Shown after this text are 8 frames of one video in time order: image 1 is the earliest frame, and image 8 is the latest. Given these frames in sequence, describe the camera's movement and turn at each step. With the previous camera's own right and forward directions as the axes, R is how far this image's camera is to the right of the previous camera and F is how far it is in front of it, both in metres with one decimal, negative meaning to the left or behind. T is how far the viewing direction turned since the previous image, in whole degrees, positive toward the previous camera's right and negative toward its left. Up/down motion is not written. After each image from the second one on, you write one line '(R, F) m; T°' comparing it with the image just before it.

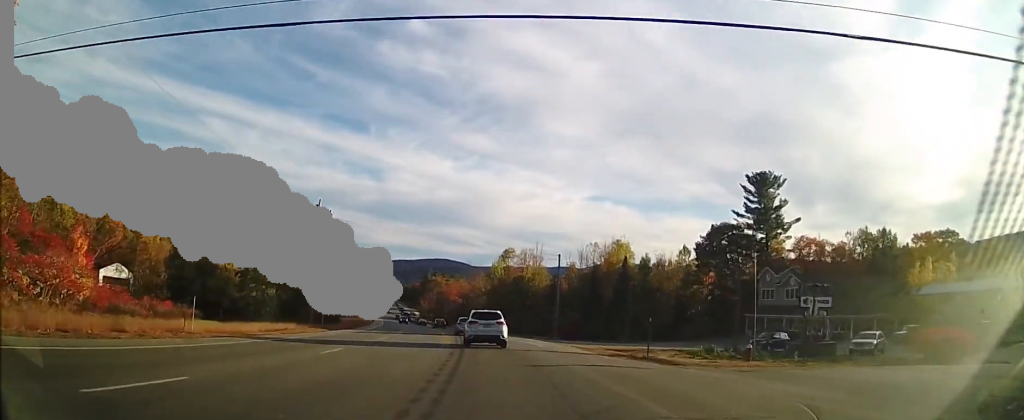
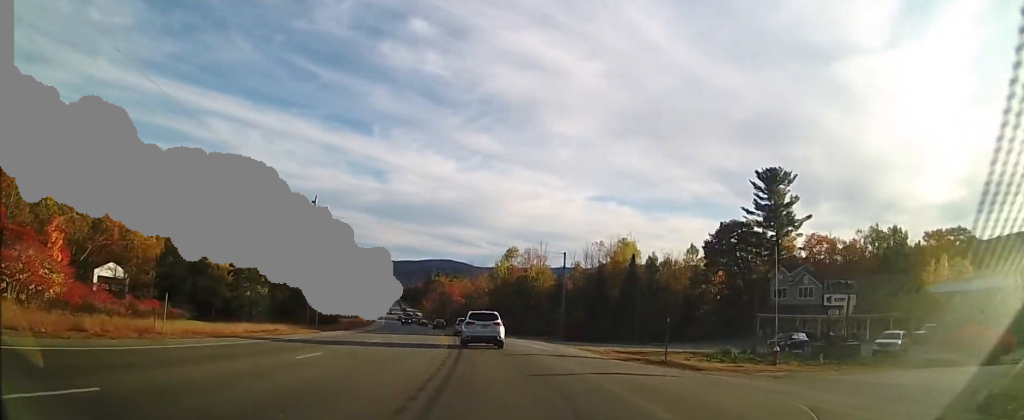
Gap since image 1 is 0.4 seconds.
(0.0, +2.6) m; -1°
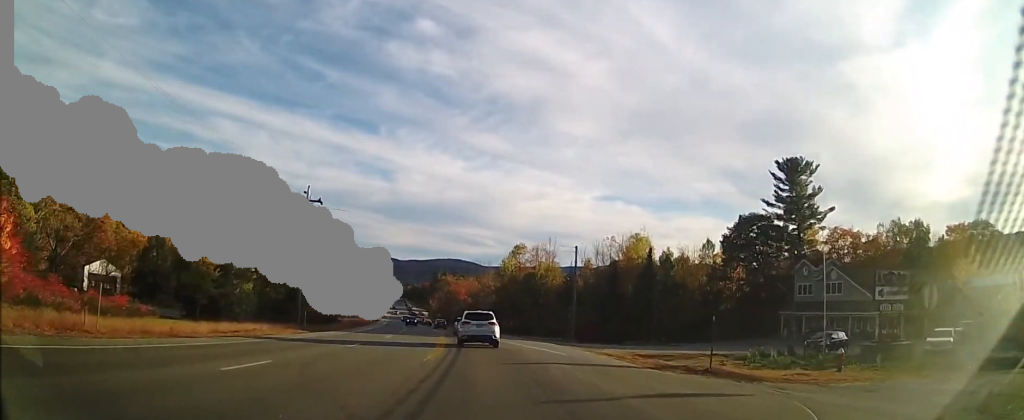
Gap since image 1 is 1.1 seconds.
(-0.2, +4.7) m; -2°
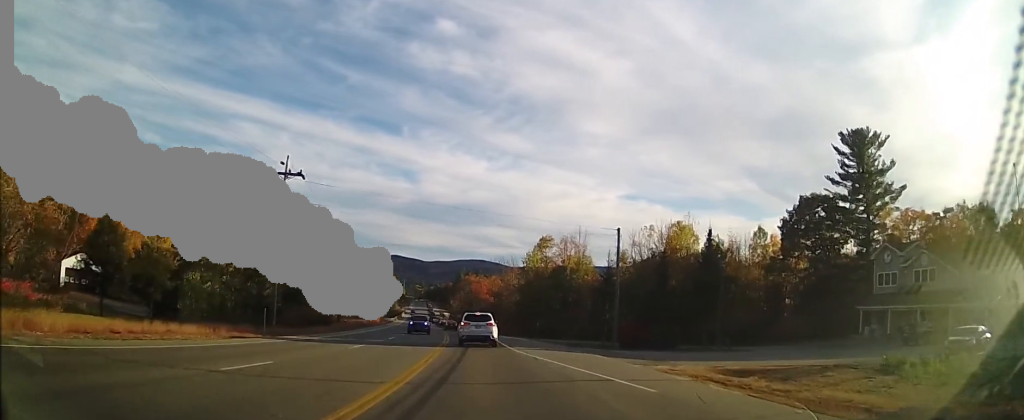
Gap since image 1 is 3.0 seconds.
(-0.1, +11.9) m; 0°
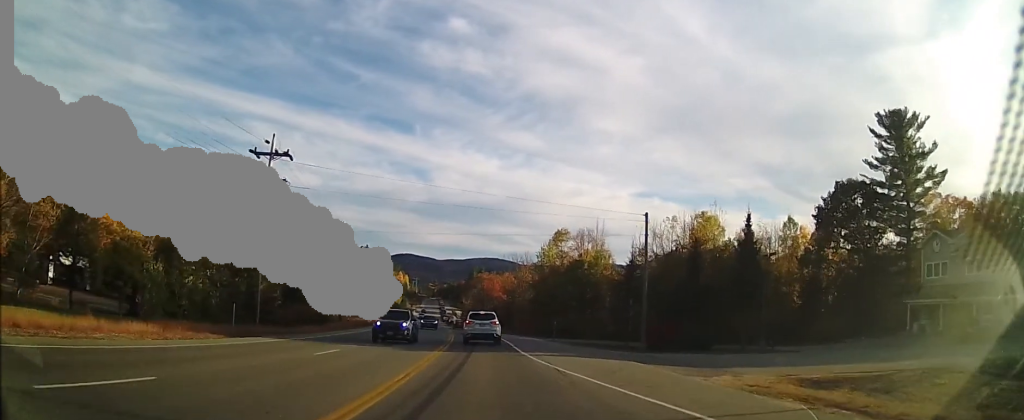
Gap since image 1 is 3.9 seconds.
(0.0, +6.0) m; 0°
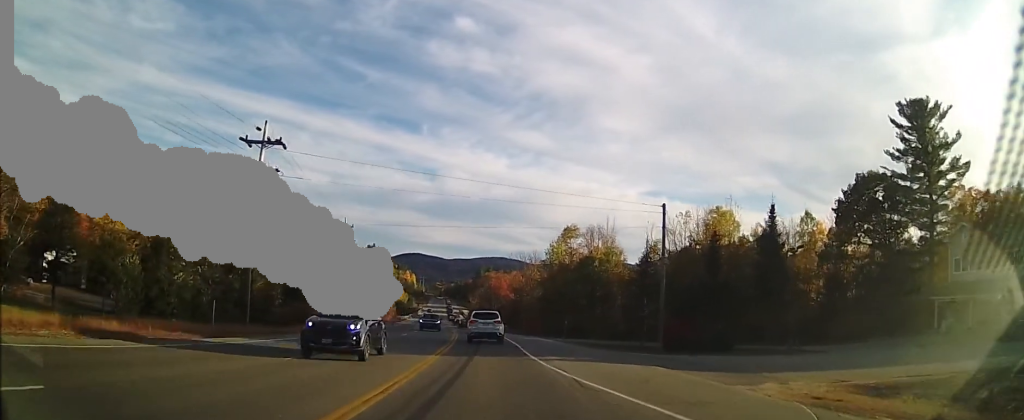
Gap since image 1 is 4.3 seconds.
(0.0, +3.1) m; 0°
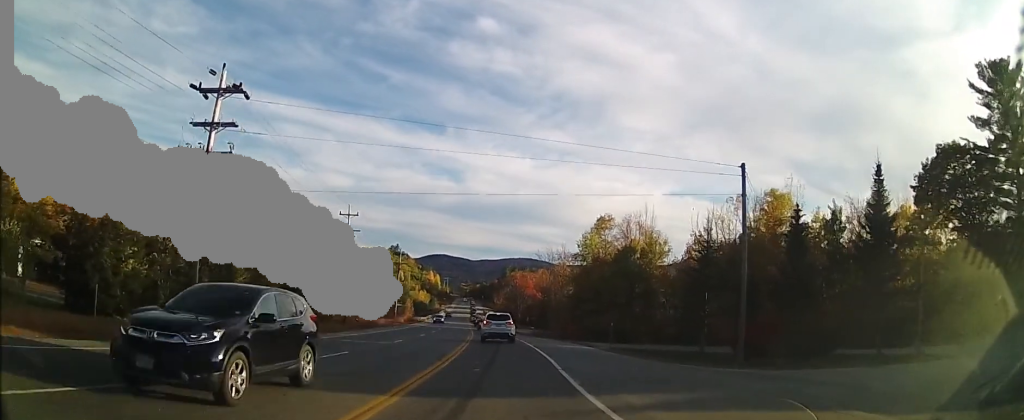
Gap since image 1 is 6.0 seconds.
(-0.5, +10.8) m; -3°
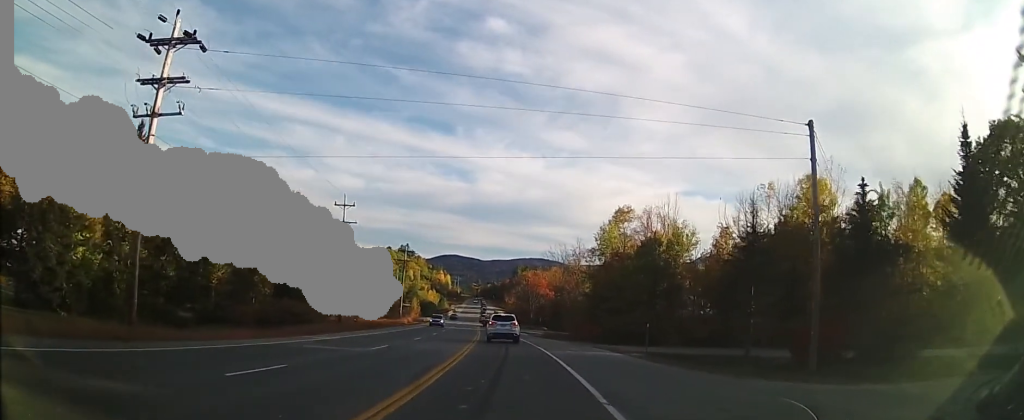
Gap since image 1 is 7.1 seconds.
(+0.3, +6.7) m; 0°
